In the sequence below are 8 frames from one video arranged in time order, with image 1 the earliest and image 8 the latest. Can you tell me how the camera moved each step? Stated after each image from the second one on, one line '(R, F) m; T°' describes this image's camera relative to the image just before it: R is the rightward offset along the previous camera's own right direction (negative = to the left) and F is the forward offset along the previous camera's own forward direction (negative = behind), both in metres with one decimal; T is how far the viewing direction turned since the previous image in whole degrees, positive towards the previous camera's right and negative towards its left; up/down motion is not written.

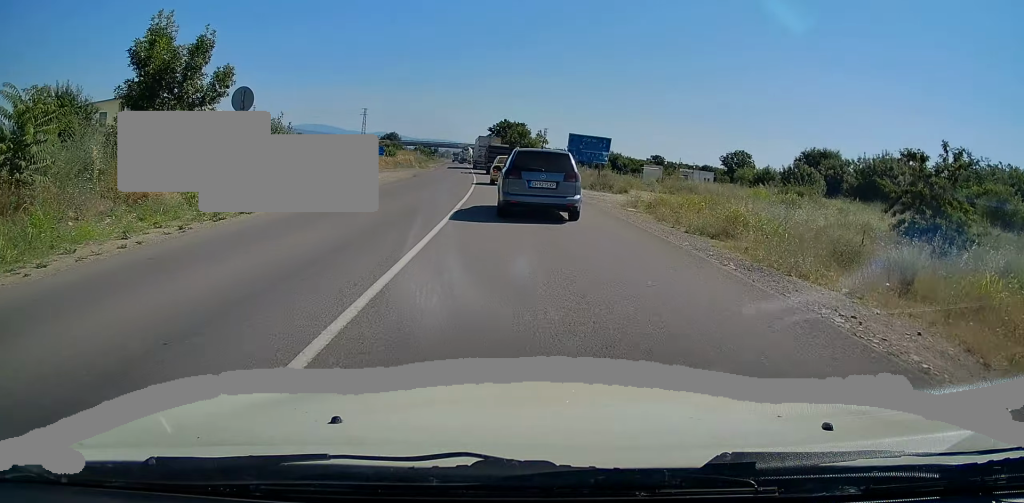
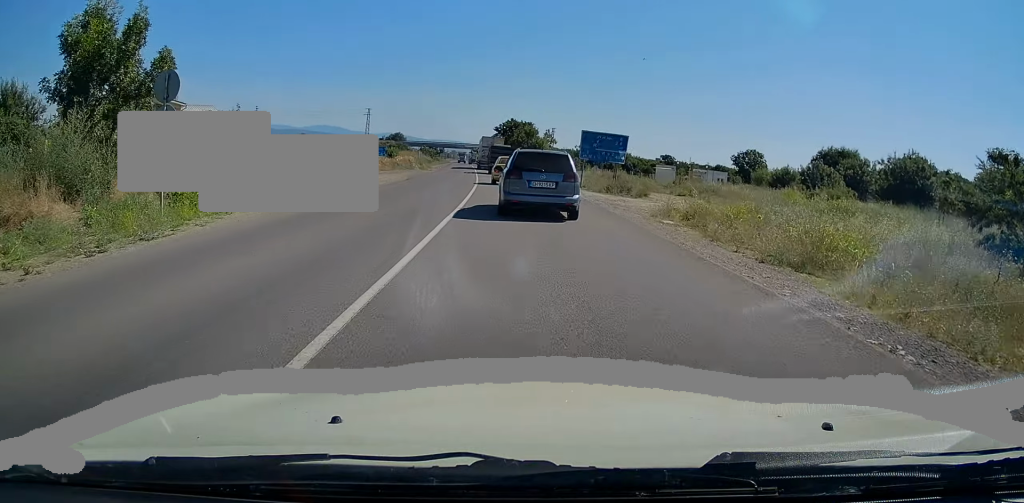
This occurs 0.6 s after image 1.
(-0.1, +4.2) m; -1°
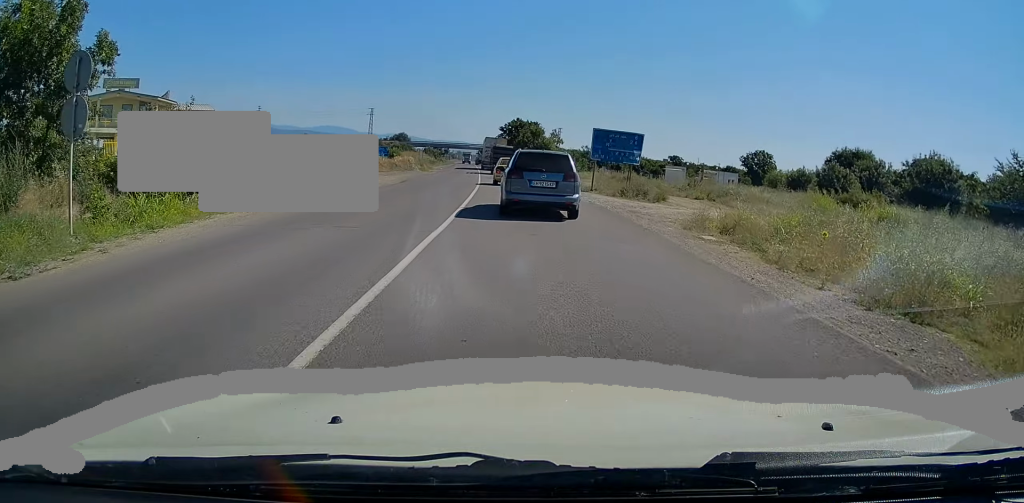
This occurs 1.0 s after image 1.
(-0.1, +3.2) m; 0°
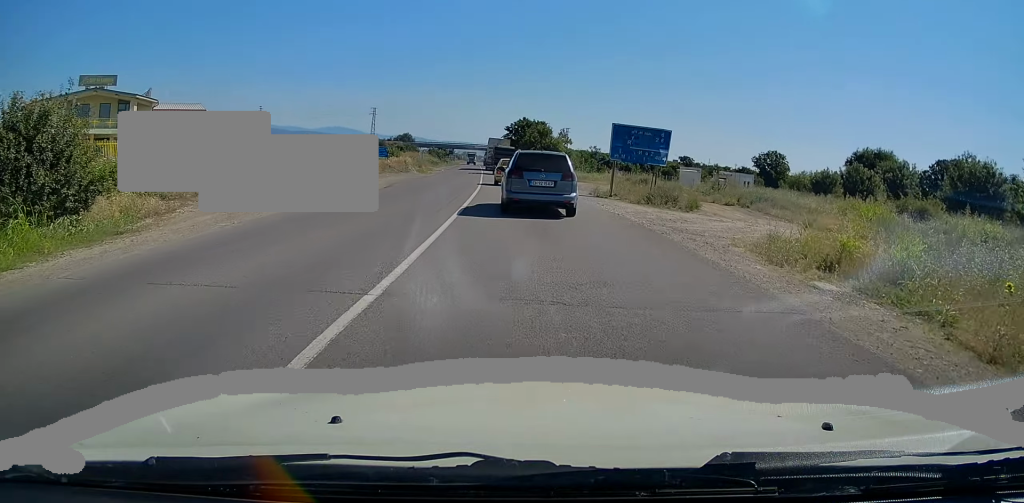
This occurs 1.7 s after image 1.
(0.0, +5.2) m; +1°
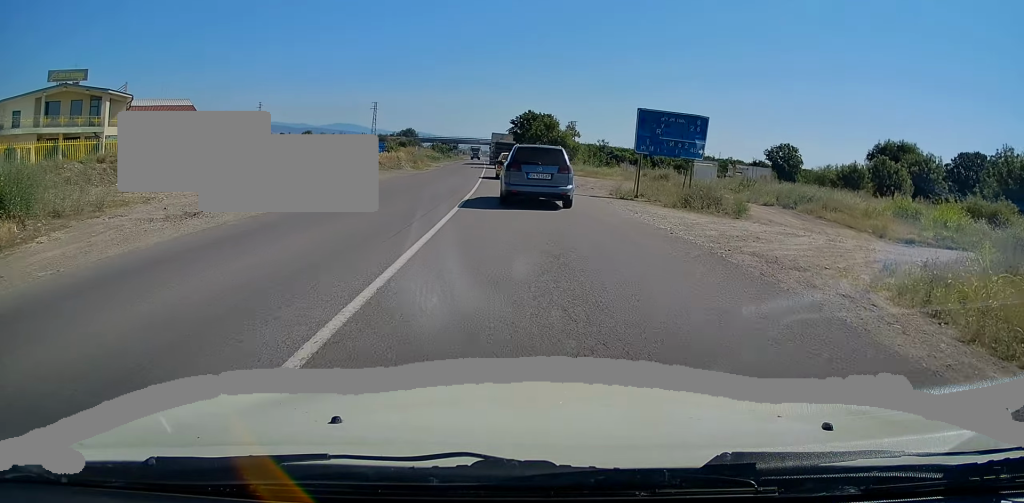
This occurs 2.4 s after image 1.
(+0.1, +5.5) m; 0°
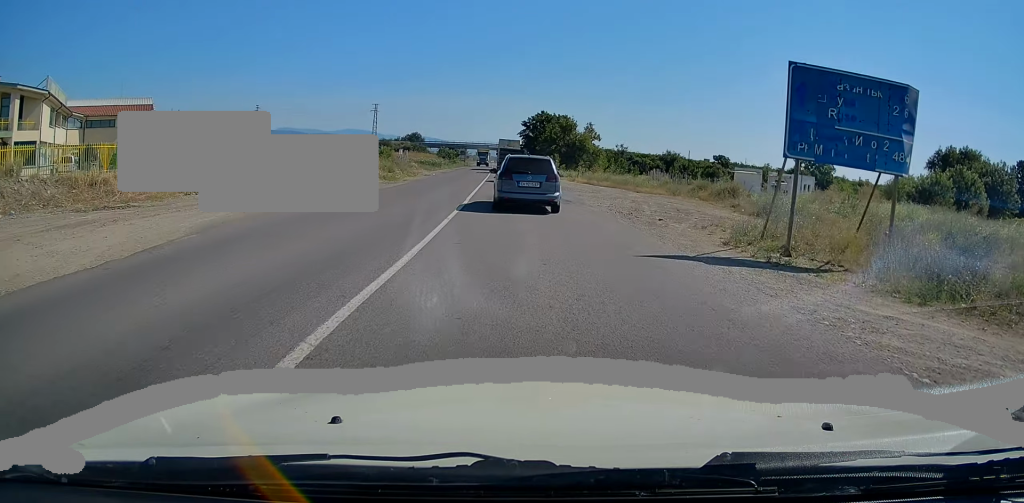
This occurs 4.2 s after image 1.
(-0.3, +13.8) m; -1°
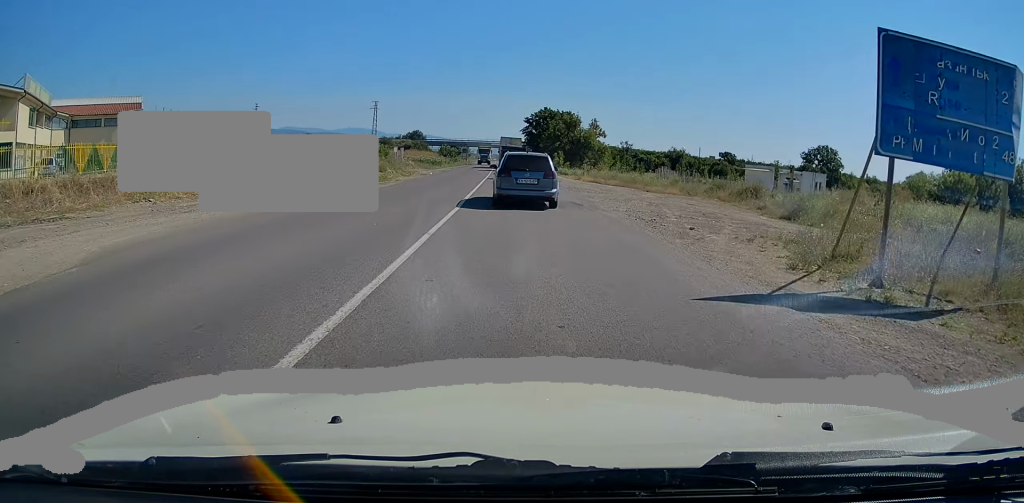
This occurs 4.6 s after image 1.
(+0.1, +3.1) m; 0°
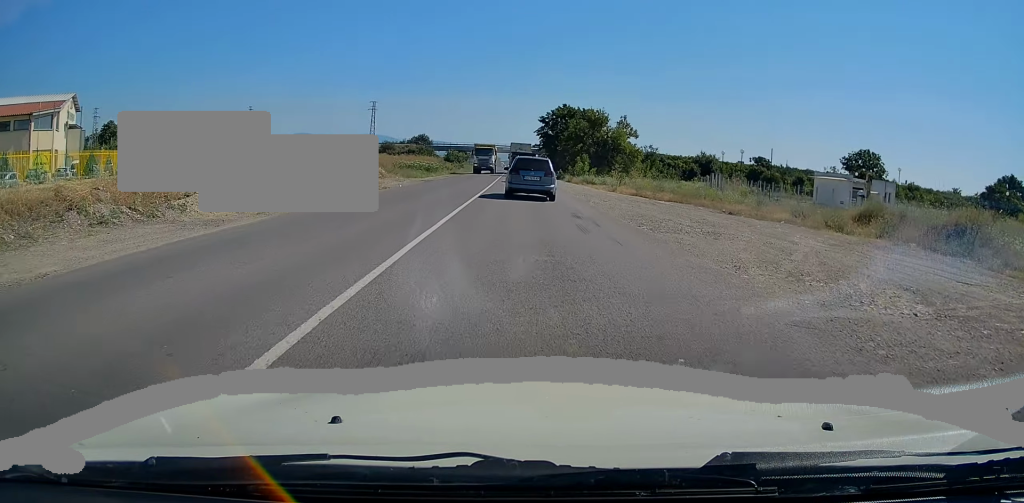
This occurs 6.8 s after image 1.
(-0.4, +16.9) m; -1°
